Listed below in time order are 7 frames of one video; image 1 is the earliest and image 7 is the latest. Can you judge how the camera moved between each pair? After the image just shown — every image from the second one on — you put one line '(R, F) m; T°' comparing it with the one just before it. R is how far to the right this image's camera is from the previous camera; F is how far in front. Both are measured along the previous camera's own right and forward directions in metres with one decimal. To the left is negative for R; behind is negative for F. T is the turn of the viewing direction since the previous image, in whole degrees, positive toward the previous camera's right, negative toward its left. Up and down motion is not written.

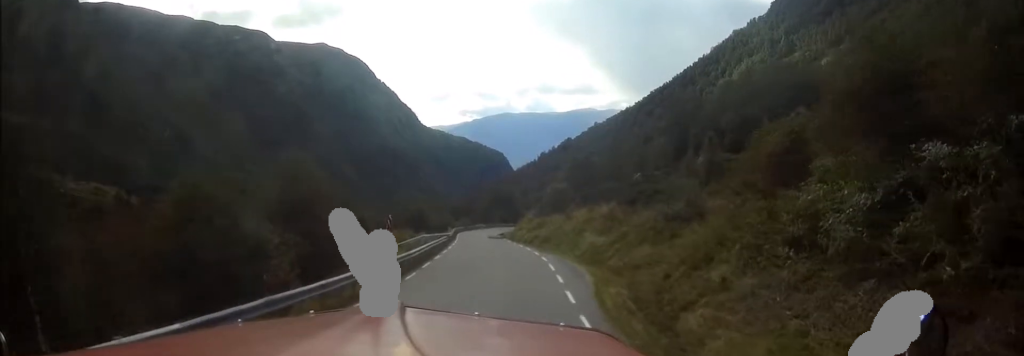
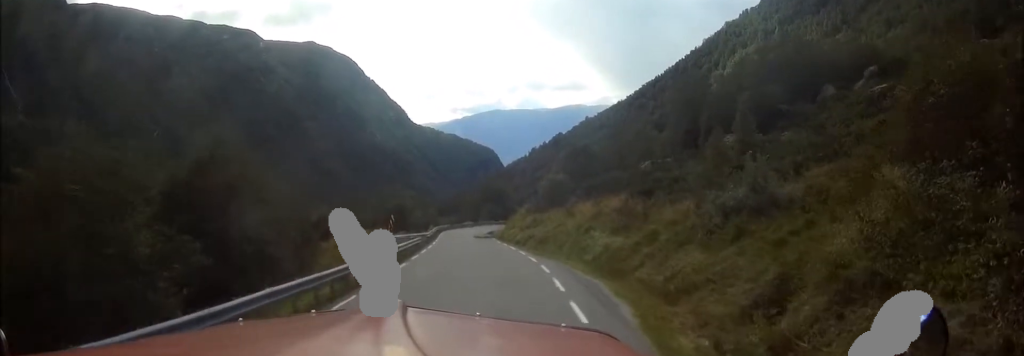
(+0.1, +10.6) m; -2°
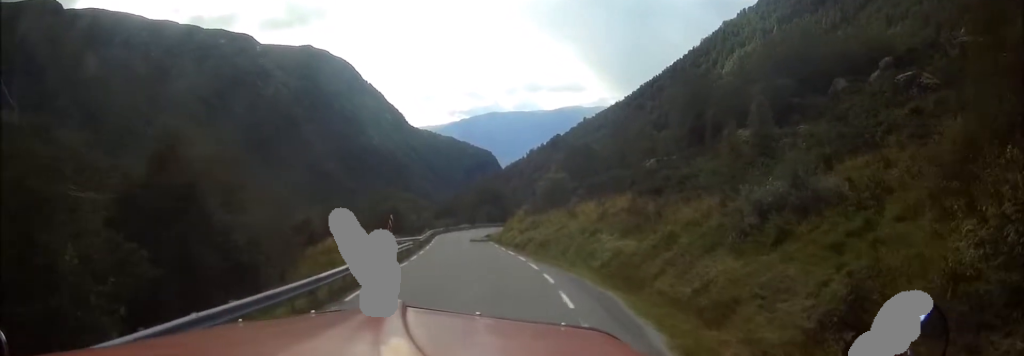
(0.0, +3.6) m; -2°
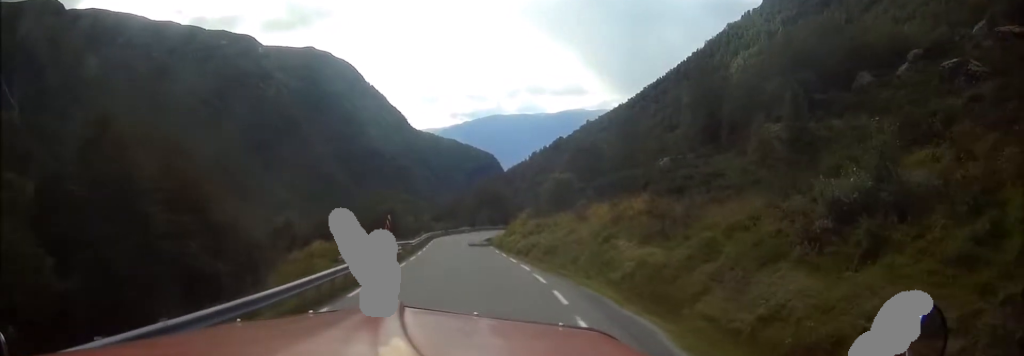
(-0.2, +4.9) m; 0°
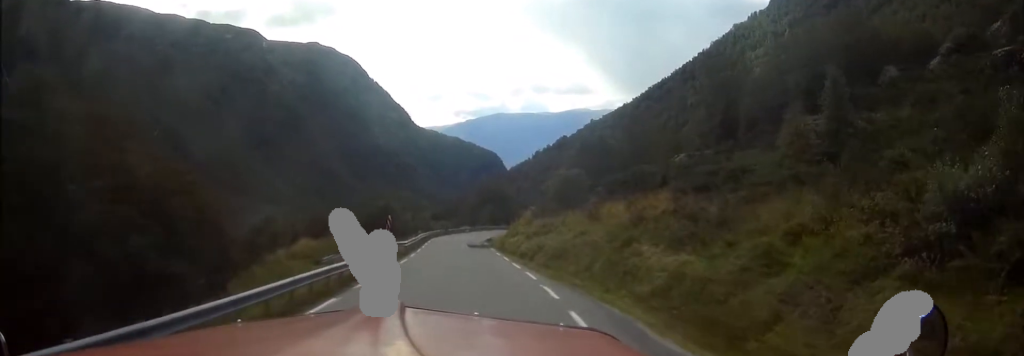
(+0.1, +4.9) m; +1°
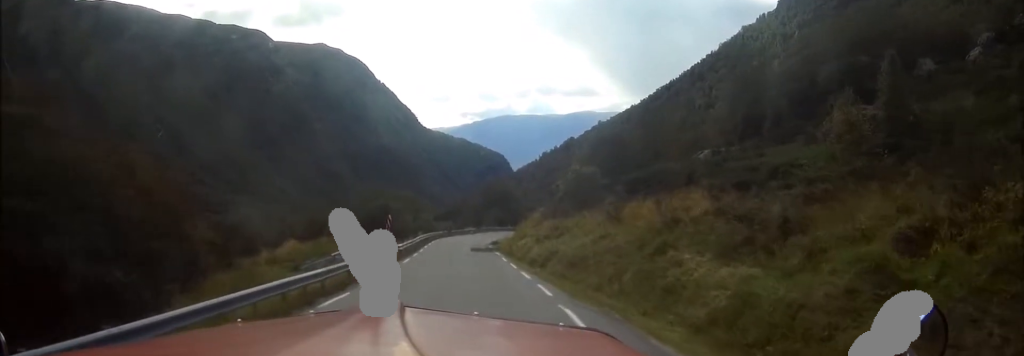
(0.0, +5.3) m; +1°
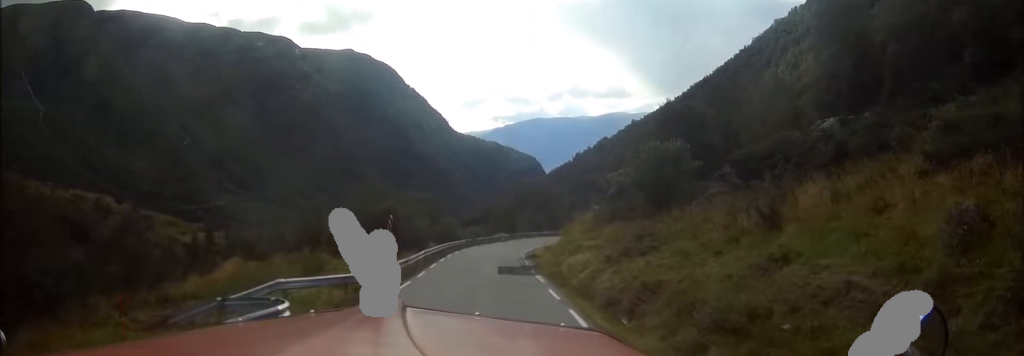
(+0.1, +16.8) m; -4°
